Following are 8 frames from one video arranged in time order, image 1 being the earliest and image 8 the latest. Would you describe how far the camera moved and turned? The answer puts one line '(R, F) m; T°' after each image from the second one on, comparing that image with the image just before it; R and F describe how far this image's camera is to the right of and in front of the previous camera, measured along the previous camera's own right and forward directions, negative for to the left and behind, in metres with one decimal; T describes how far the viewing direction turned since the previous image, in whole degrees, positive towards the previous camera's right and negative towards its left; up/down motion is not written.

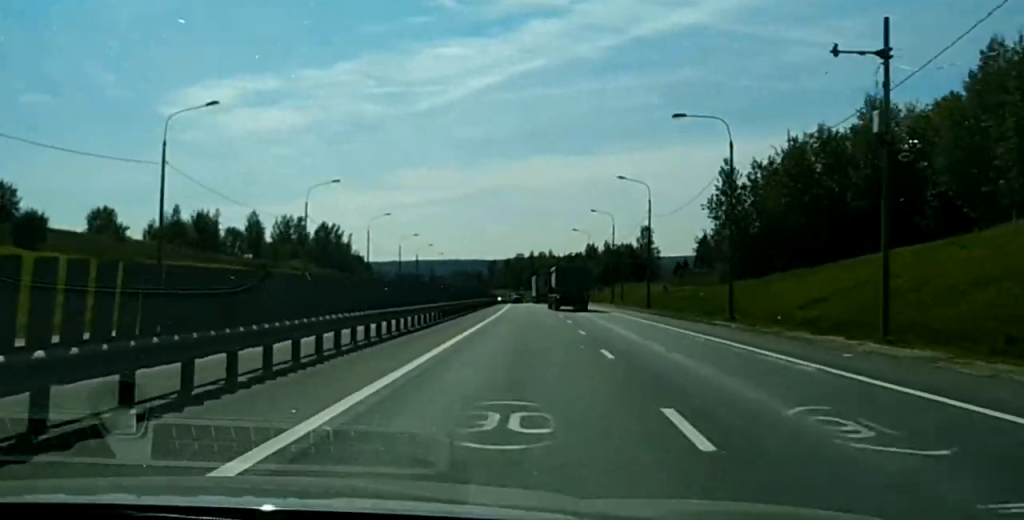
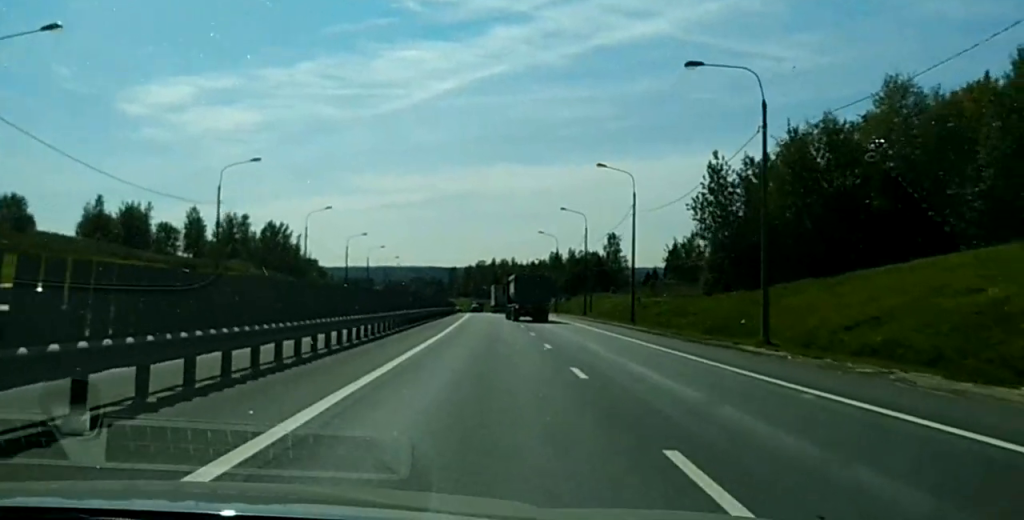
(+0.1, +14.2) m; 0°
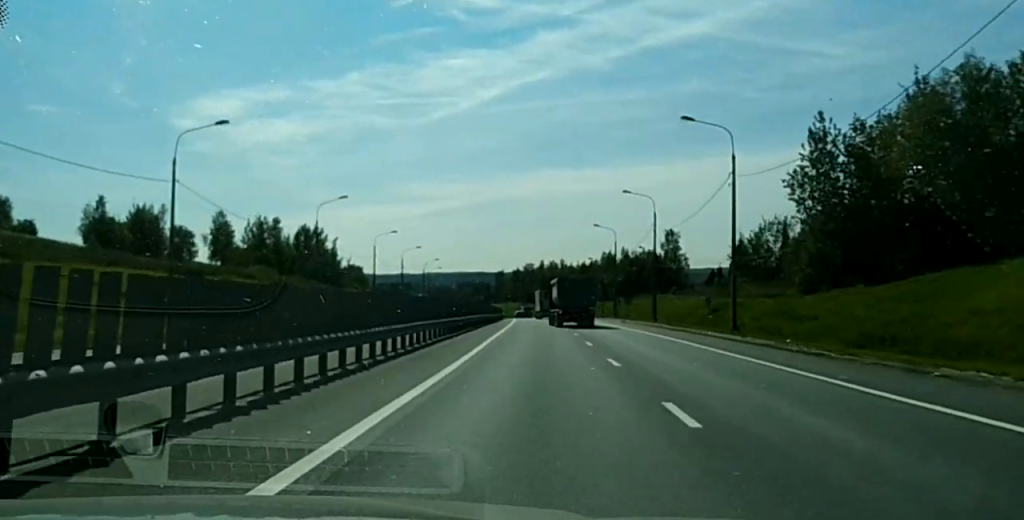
(+0.1, +17.4) m; 0°
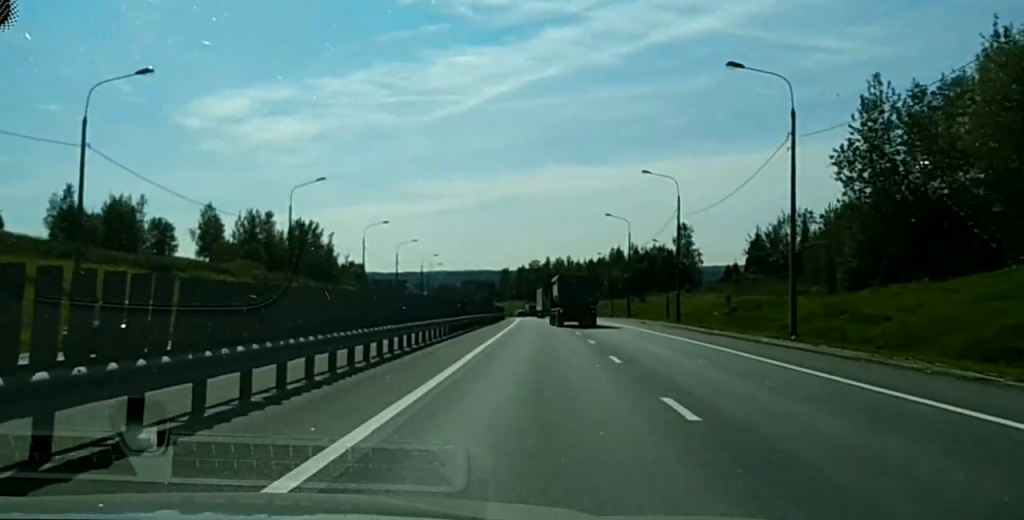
(0.0, +10.8) m; 0°
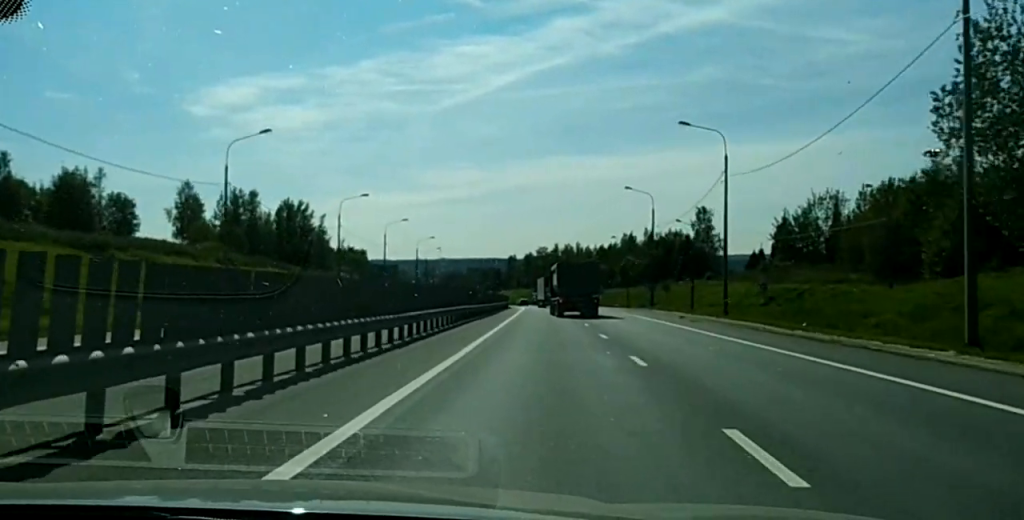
(+0.1, +16.2) m; 0°
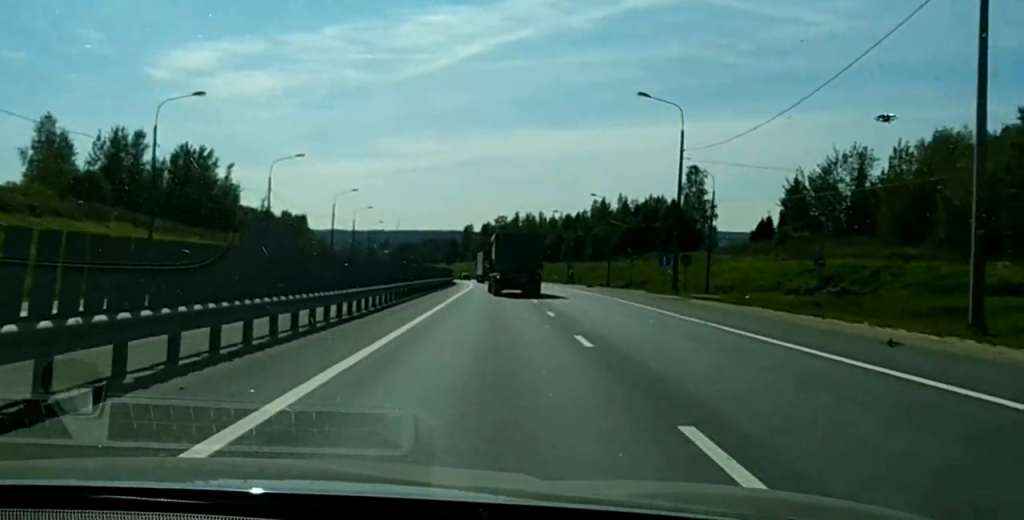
(0.0, +35.2) m; +1°
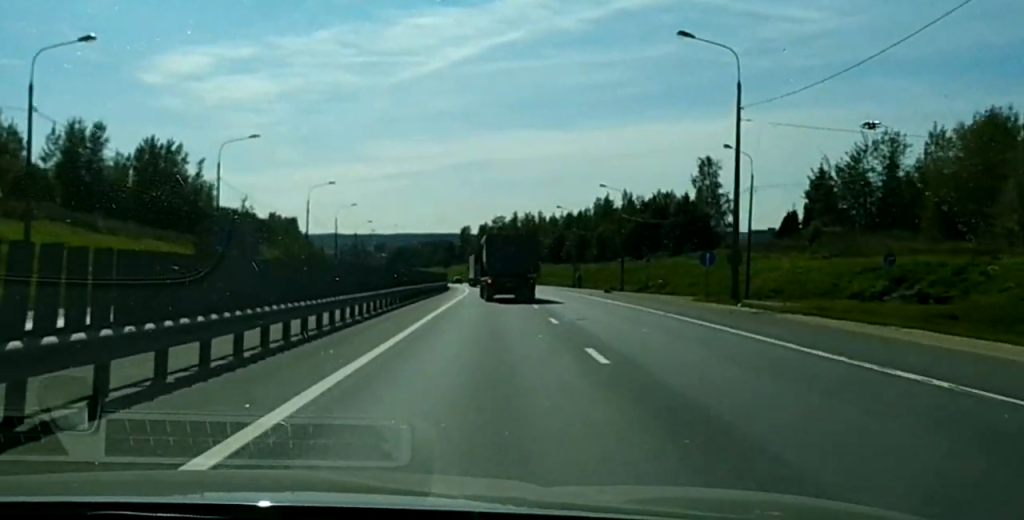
(+0.3, +13.8) m; 0°
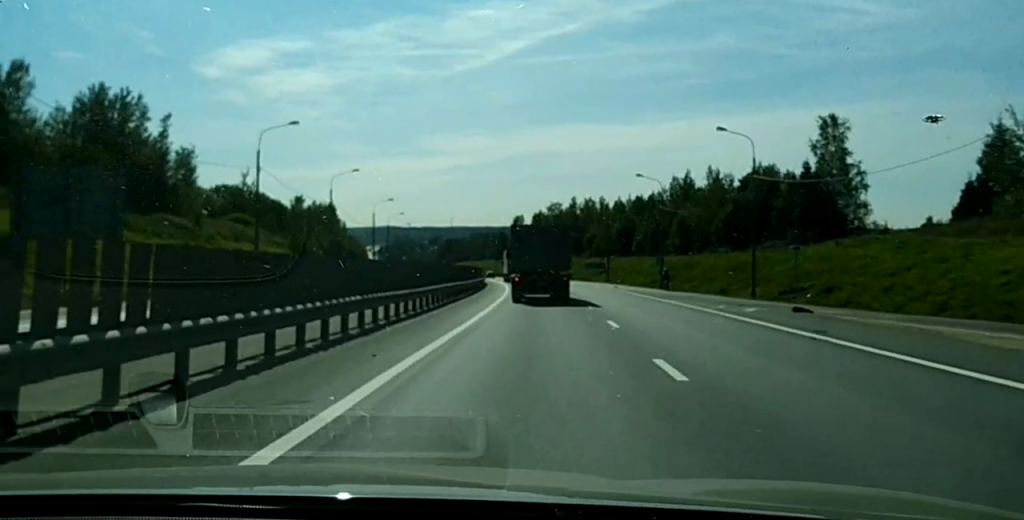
(-0.4, +38.1) m; -1°
